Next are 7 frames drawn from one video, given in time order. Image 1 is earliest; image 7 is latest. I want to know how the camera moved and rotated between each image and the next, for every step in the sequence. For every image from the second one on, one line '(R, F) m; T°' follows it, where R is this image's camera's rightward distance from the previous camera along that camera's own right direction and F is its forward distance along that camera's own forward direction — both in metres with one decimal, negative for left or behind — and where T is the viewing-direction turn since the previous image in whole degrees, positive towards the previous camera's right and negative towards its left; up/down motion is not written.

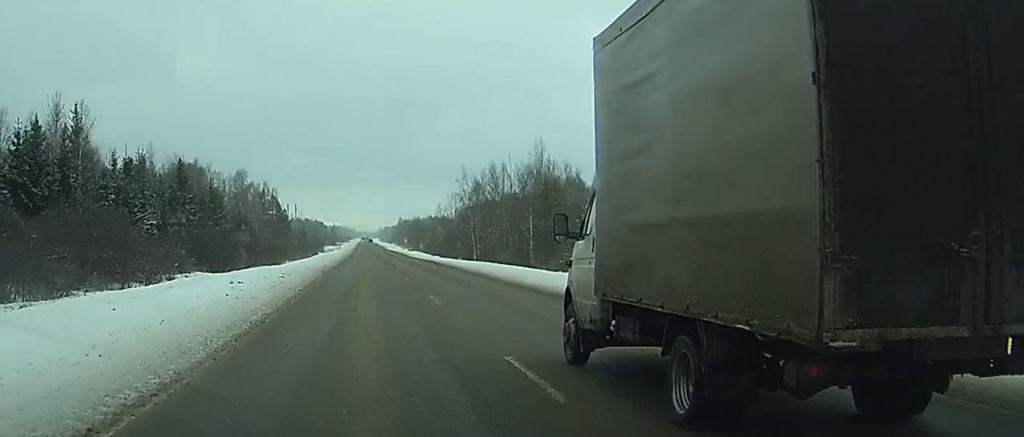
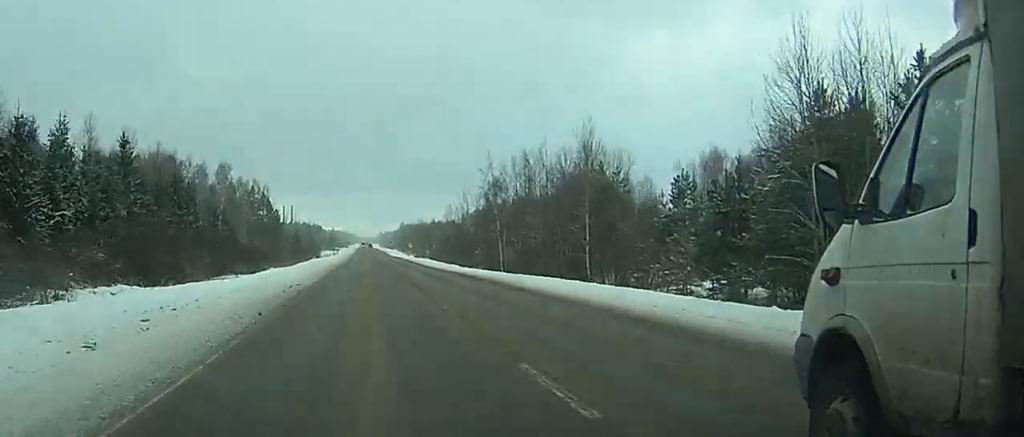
(-0.4, +25.4) m; -1°
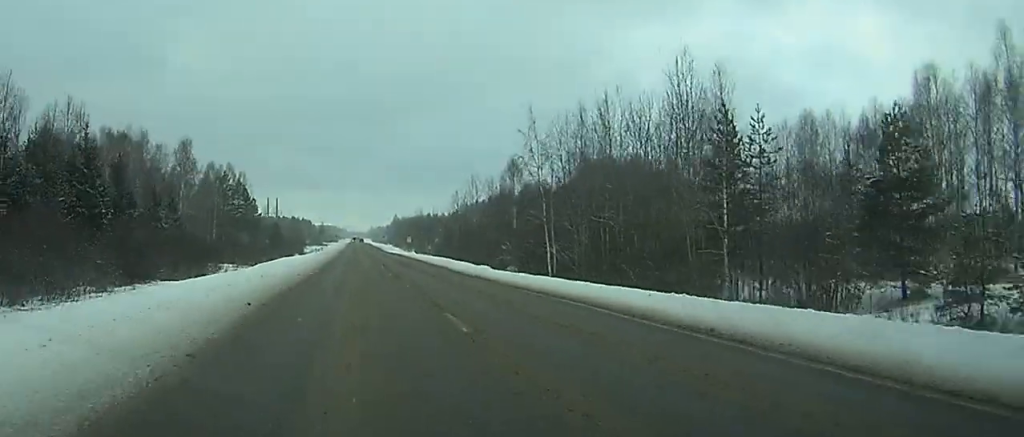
(-0.1, +31.2) m; 0°
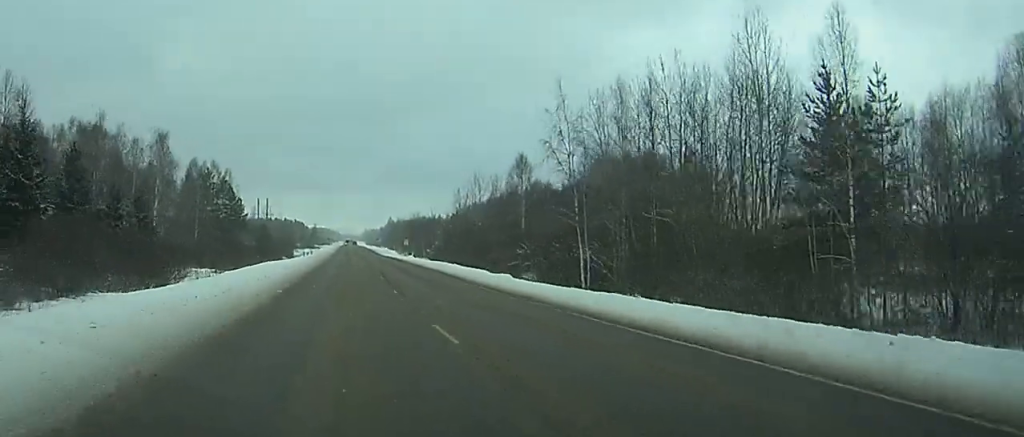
(0.0, +13.2) m; 0°
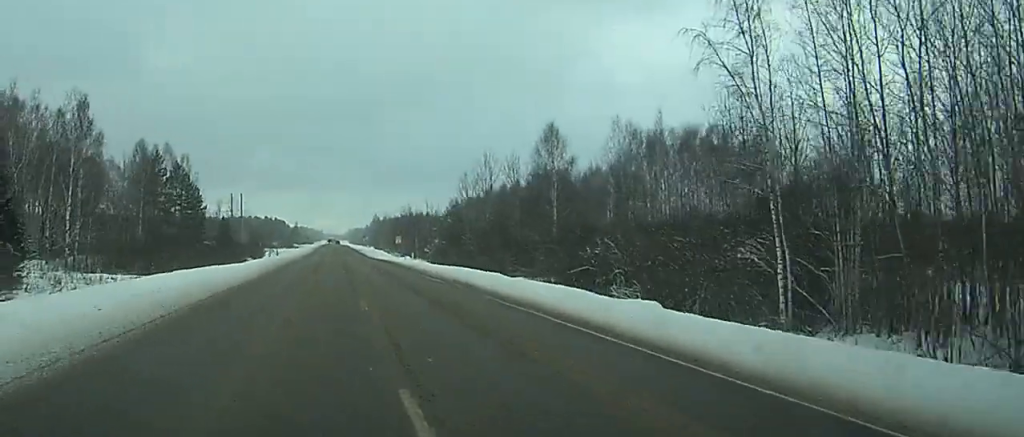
(+0.1, +31.7) m; +1°
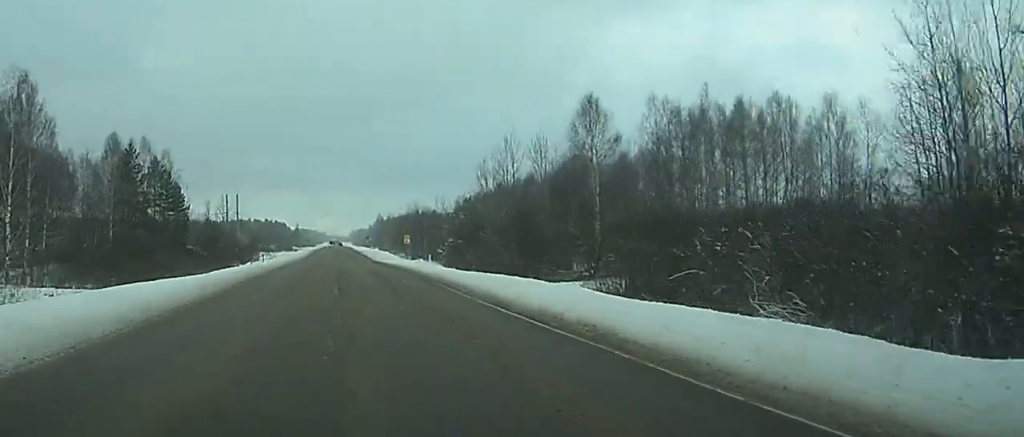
(+0.1, +17.5) m; 0°
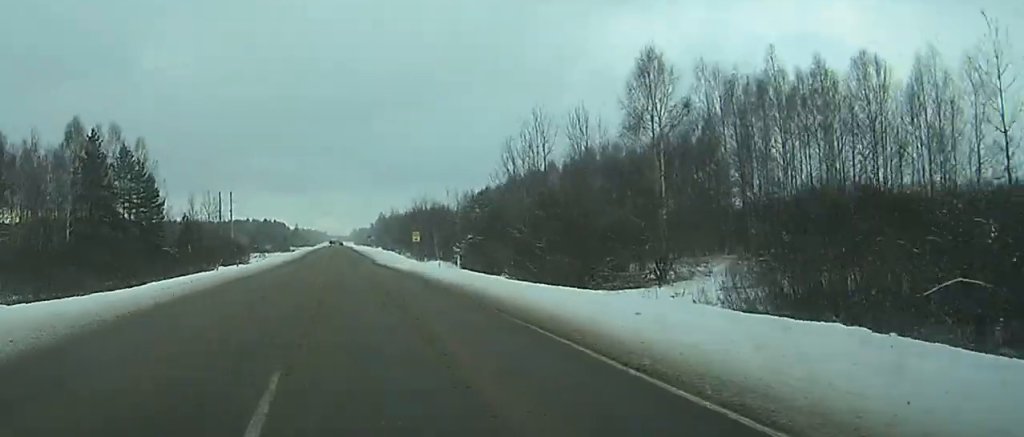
(0.0, +18.1) m; 0°
